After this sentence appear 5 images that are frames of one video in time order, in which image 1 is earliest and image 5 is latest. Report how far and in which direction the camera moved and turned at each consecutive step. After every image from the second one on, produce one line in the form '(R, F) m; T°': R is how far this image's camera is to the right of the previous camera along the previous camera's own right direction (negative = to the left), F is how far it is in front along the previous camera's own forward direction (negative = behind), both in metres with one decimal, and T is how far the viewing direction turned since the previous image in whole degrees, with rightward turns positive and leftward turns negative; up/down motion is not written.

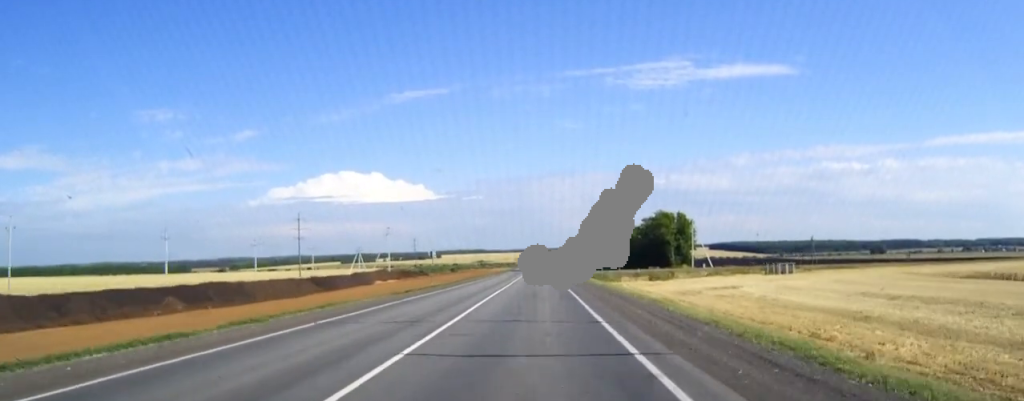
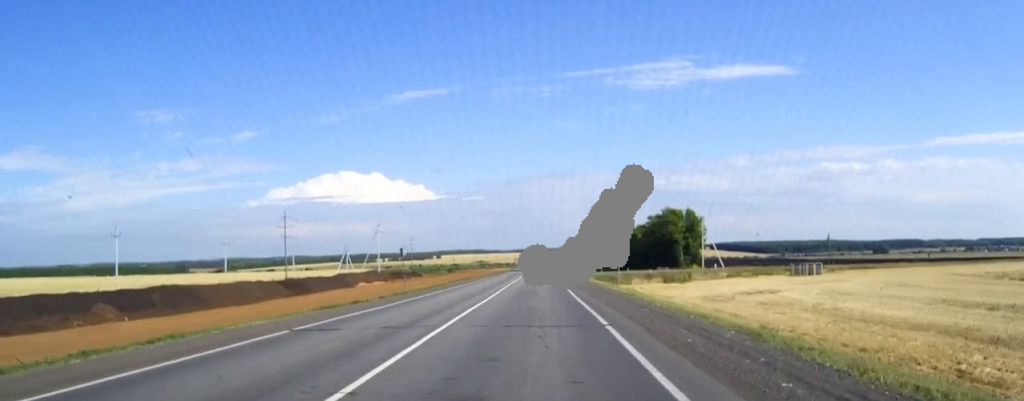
(0.0, +13.3) m; 0°
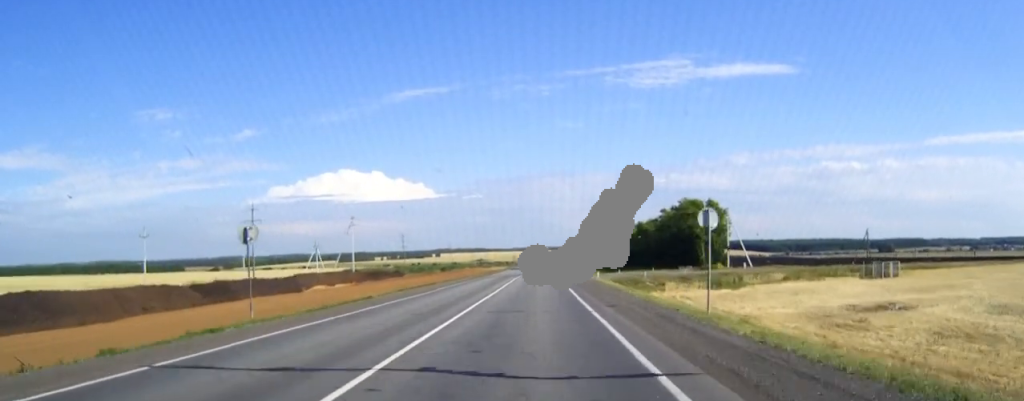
(+0.1, +26.6) m; 0°
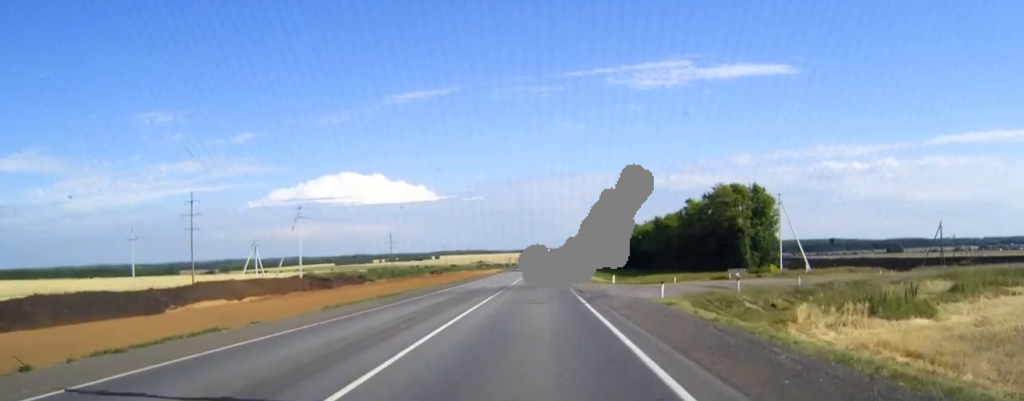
(-0.1, +37.6) m; 0°
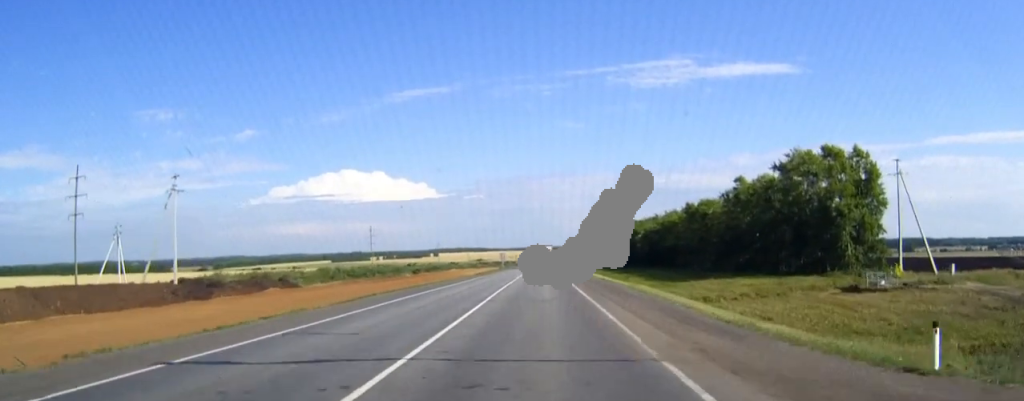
(0.0, +47.3) m; 0°
